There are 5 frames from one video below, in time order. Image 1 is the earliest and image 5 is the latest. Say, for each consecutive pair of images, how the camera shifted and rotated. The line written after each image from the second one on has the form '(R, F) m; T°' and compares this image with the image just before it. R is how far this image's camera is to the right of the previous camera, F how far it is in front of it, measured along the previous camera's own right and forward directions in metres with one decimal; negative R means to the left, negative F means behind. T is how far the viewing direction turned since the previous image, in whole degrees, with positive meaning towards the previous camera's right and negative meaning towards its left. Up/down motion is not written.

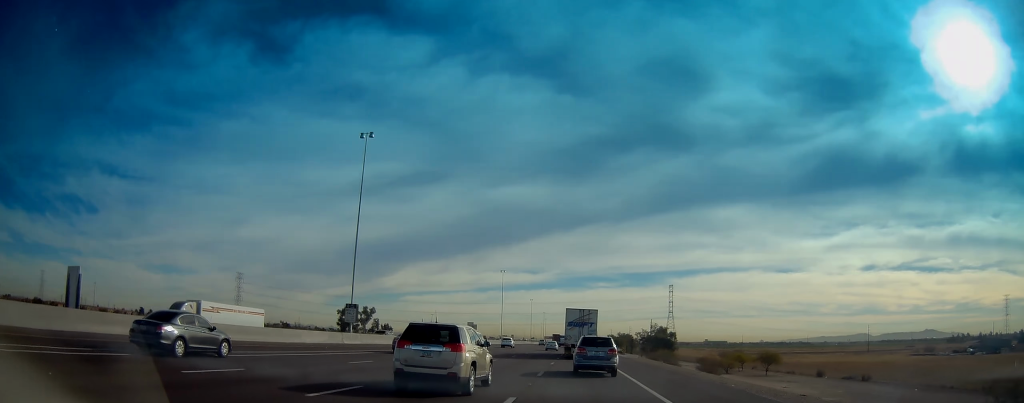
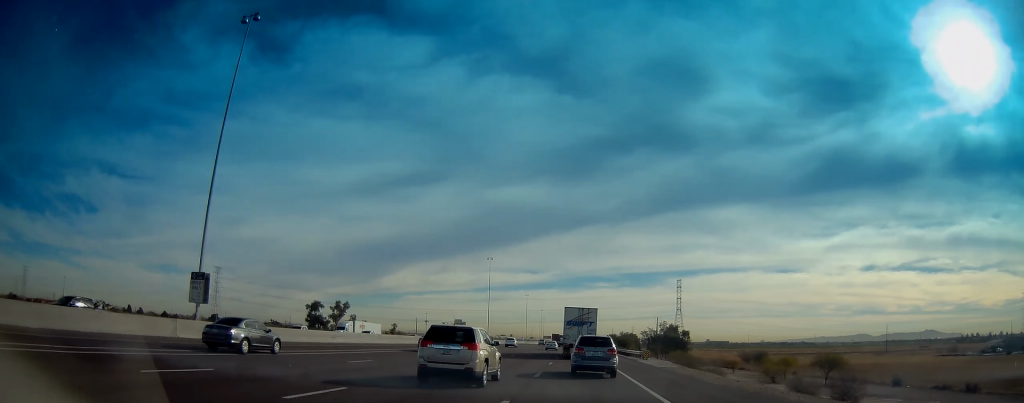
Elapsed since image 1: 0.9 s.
(0.0, +25.0) m; 0°
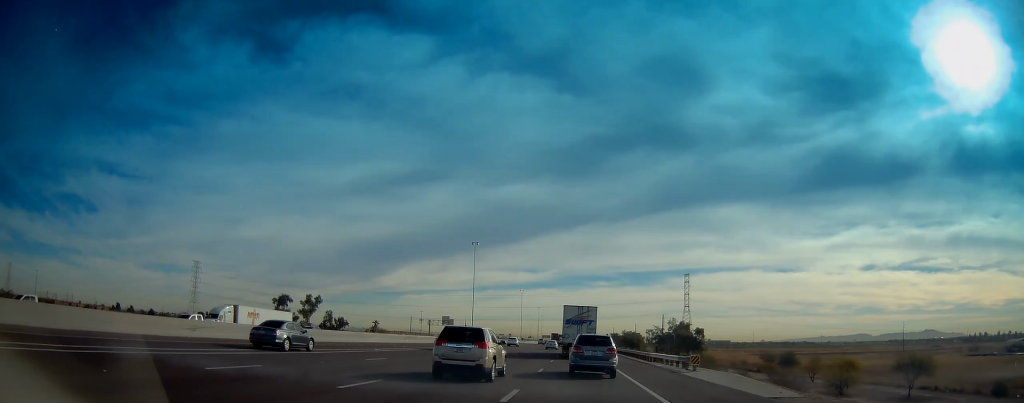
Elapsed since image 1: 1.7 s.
(0.0, +21.3) m; 0°
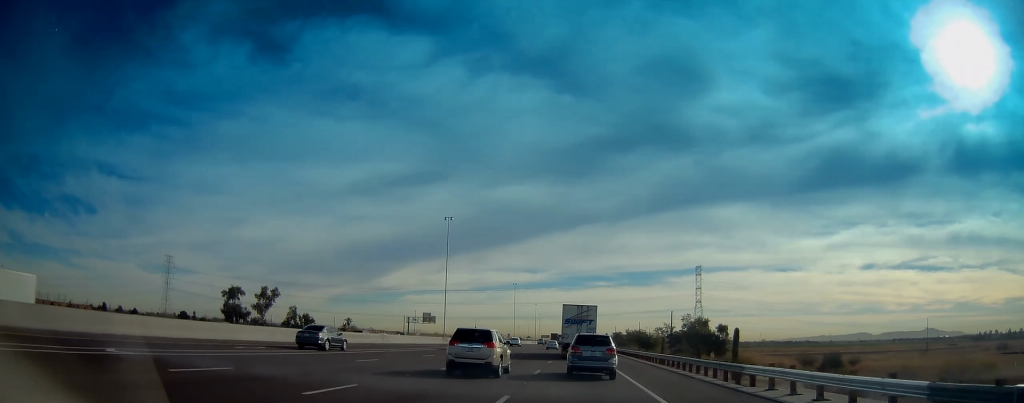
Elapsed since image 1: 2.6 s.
(0.0, +26.1) m; 0°
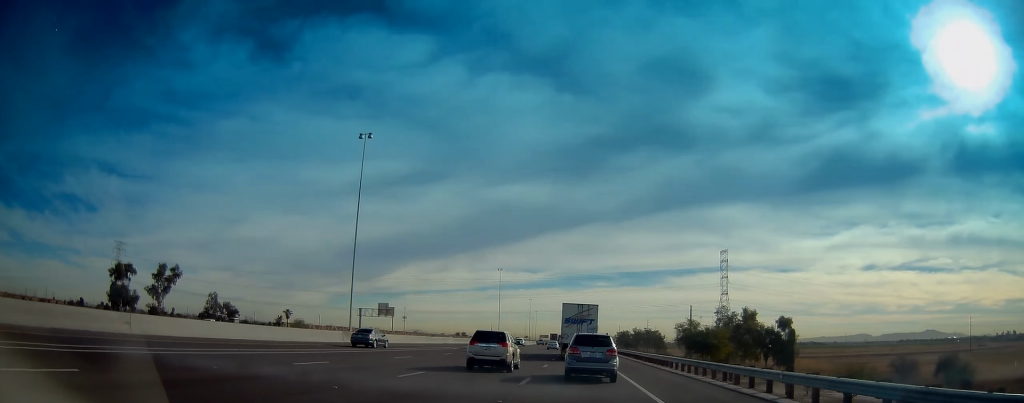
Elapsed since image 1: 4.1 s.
(-0.2, +41.8) m; 0°
